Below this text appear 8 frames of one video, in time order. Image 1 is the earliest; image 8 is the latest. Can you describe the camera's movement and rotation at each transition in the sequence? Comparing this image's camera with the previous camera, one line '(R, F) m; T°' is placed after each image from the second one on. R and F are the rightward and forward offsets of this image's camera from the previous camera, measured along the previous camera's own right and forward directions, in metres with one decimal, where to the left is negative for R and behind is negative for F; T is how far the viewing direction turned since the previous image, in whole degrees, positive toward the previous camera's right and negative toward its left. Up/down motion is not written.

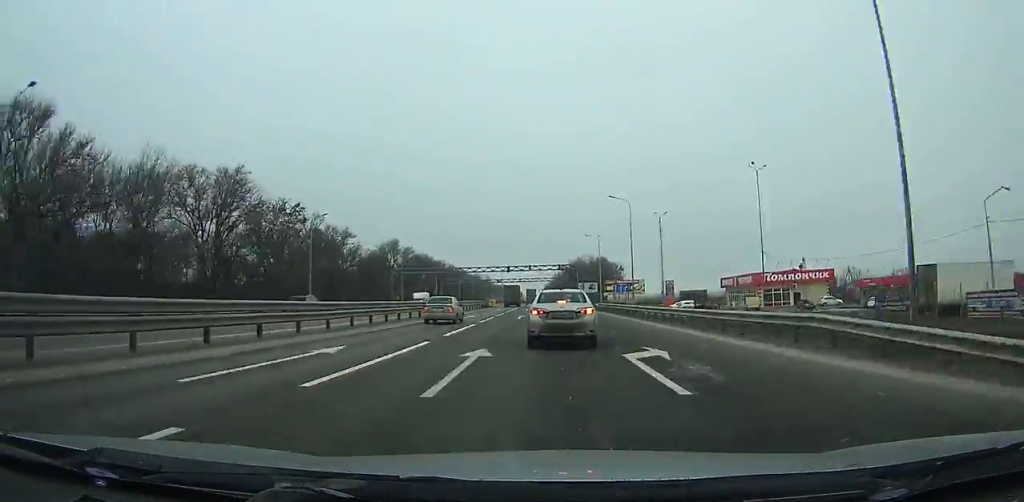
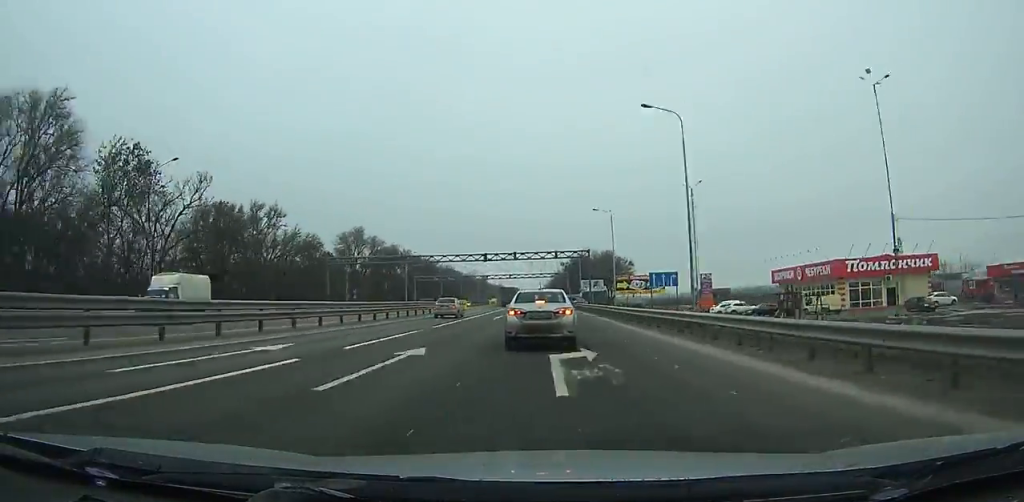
(+0.5, +26.1) m; 0°
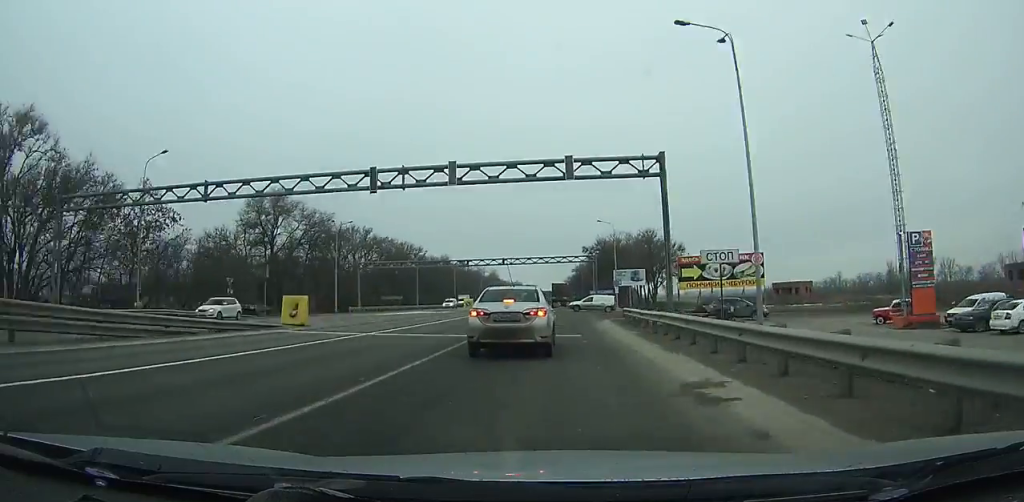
(-1.3, +39.9) m; -1°
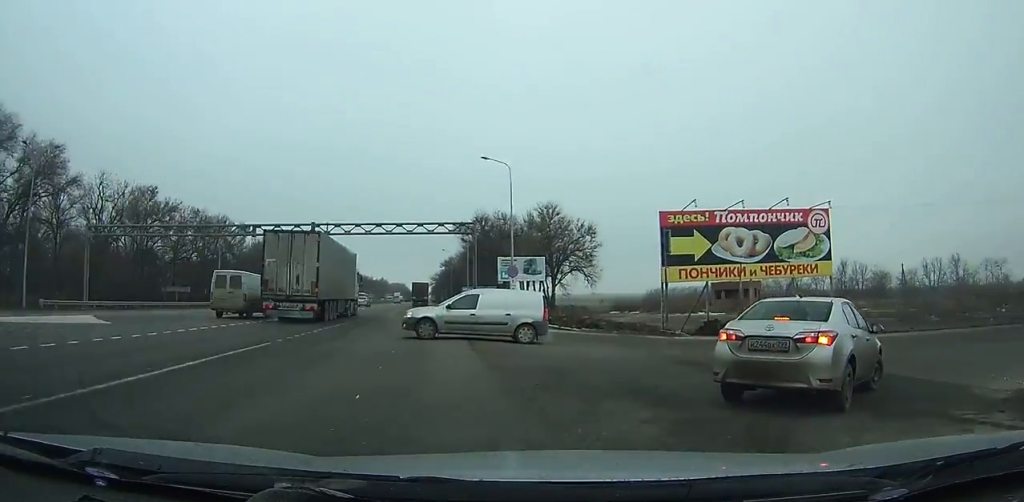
(+3.9, +32.3) m; +43°
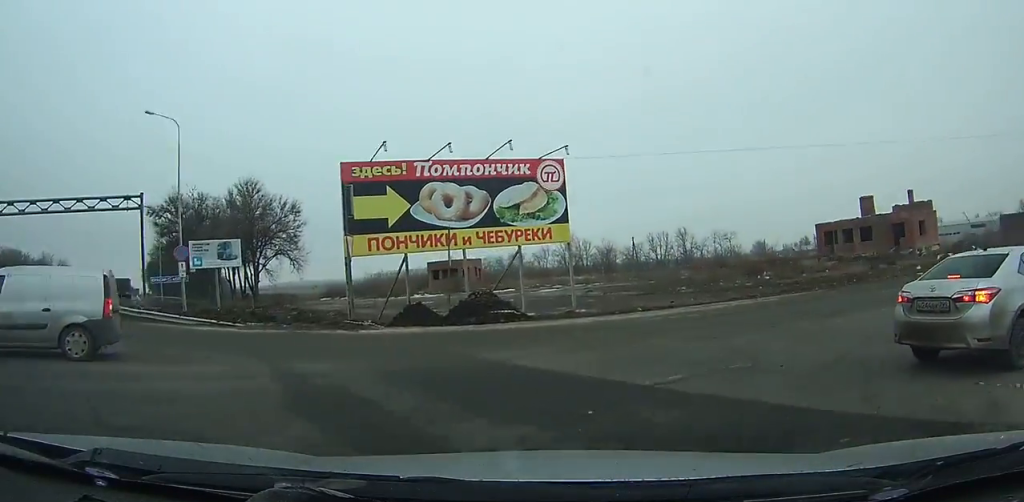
(+3.9, +5.4) m; +51°
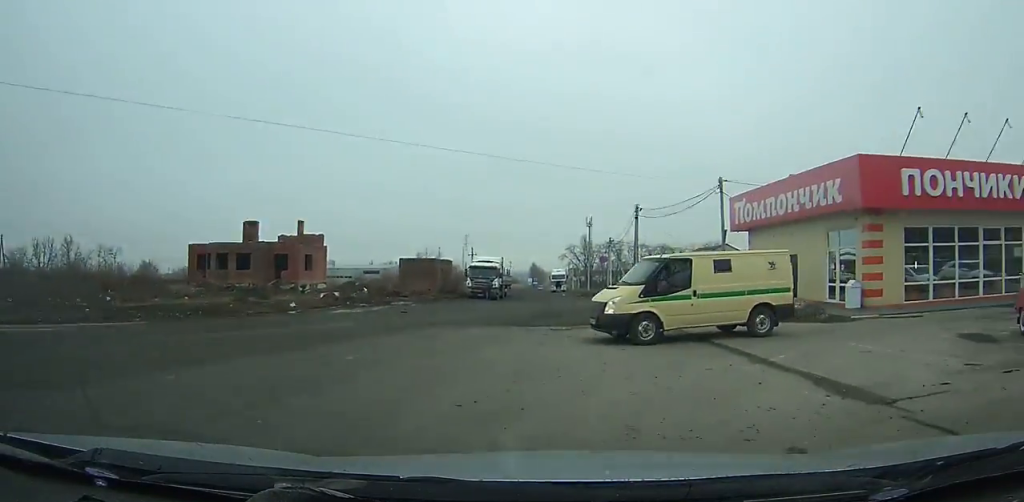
(+4.9, +6.4) m; +59°
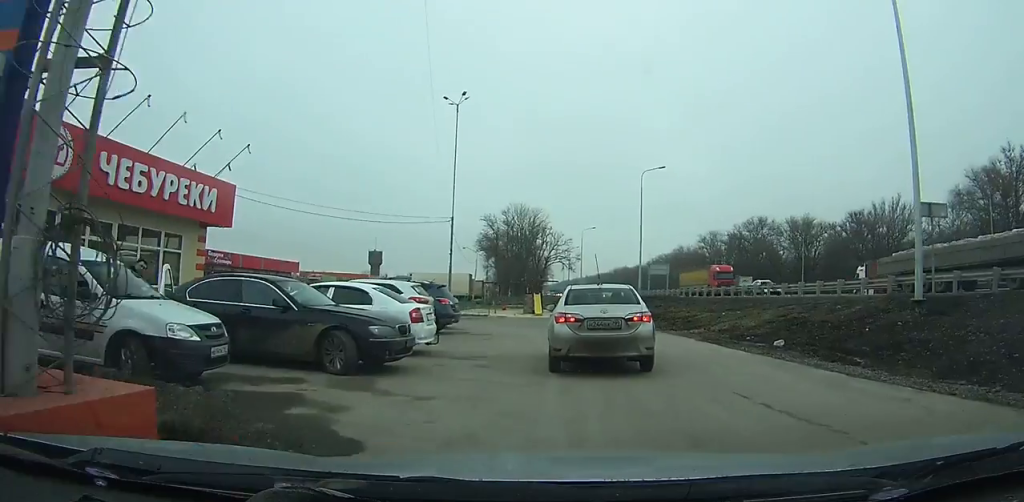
(+4.3, +10.2) m; +32°
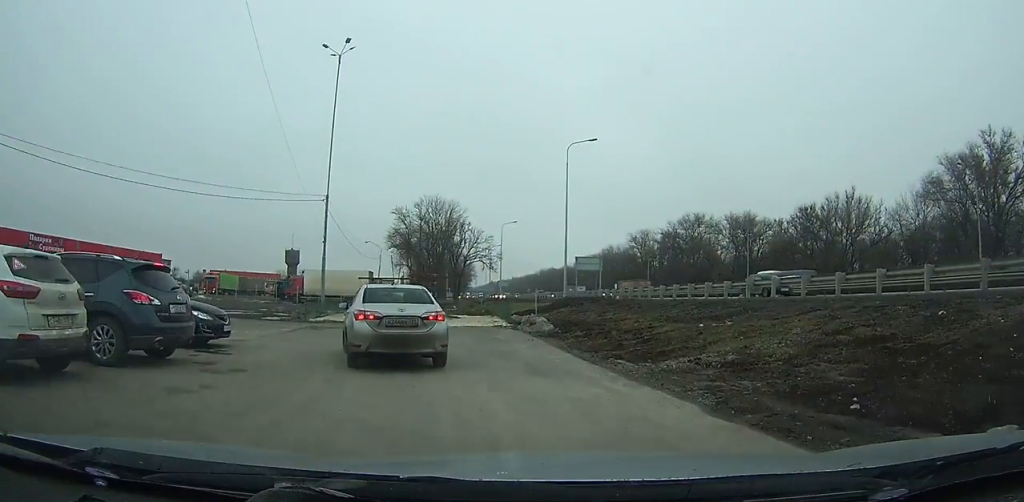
(+0.5, +10.1) m; -4°
